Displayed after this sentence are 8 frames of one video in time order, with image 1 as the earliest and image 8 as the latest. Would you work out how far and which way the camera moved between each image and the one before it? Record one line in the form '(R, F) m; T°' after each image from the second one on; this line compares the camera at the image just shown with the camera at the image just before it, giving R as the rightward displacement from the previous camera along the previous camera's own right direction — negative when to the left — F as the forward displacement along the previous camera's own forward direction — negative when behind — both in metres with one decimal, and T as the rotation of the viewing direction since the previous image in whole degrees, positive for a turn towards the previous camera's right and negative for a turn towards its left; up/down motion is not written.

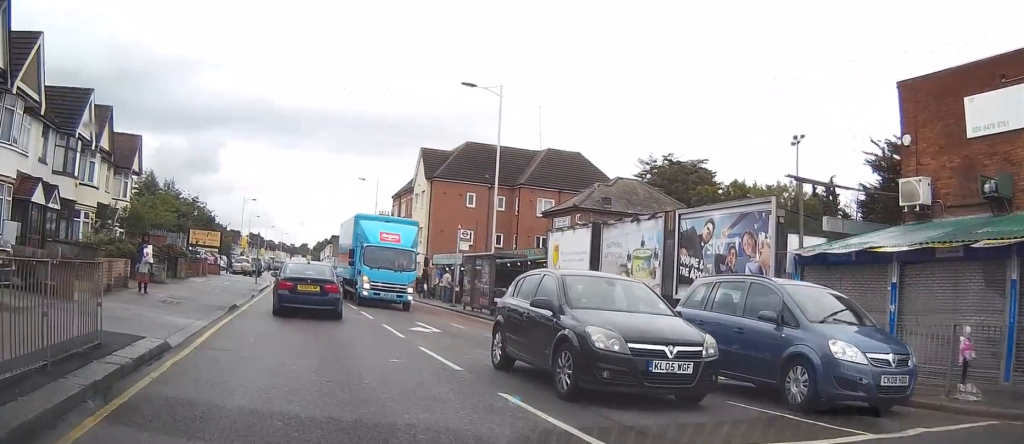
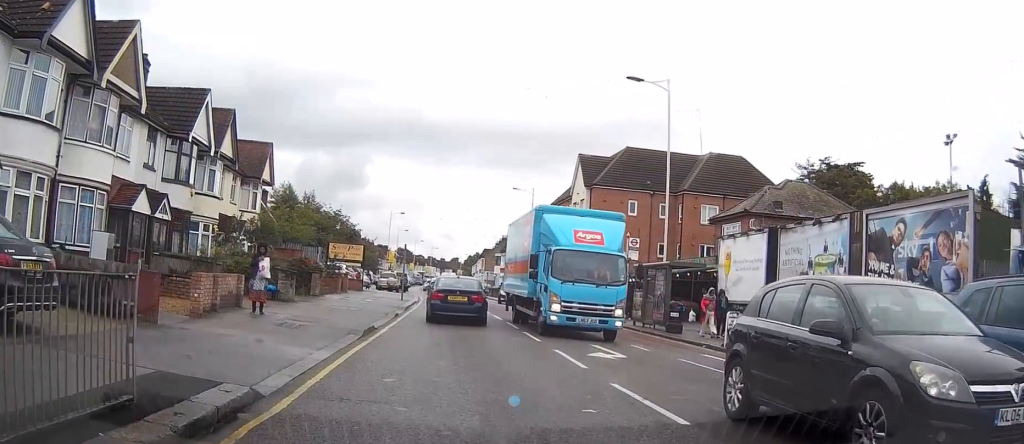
(-0.4, +3.0) m; -9°
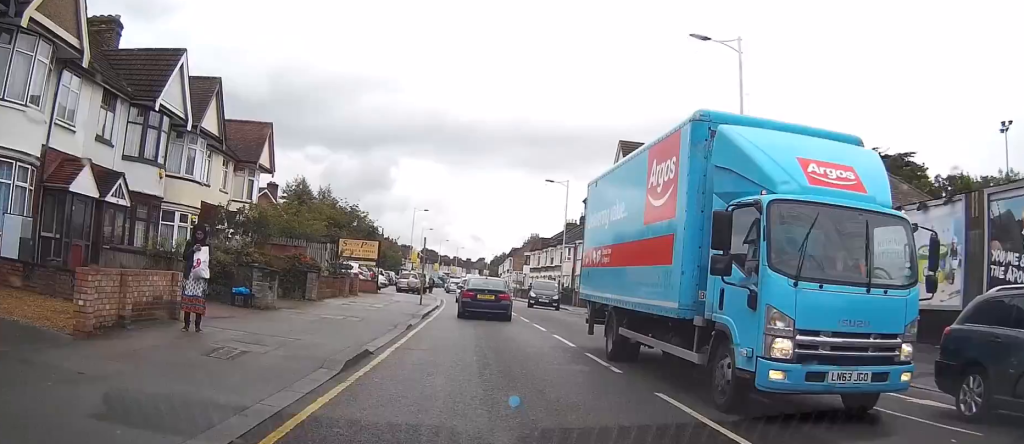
(-0.3, +5.9) m; -4°
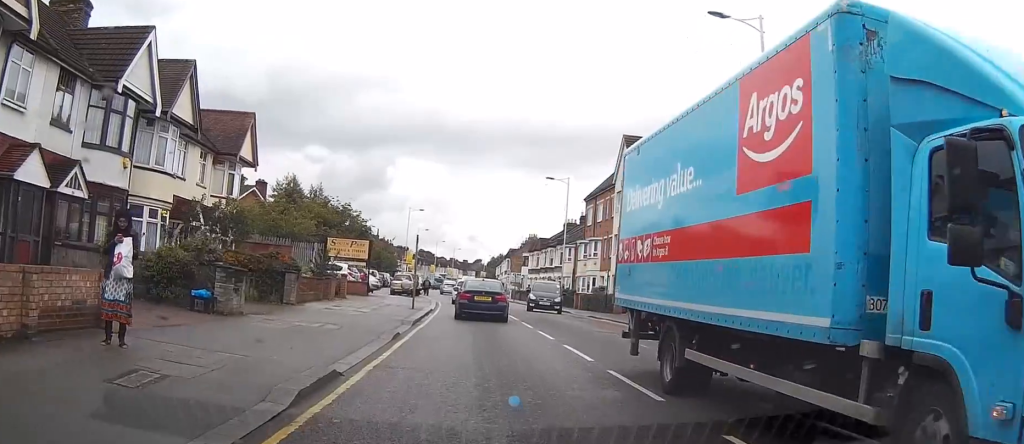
(0.0, +2.6) m; -1°
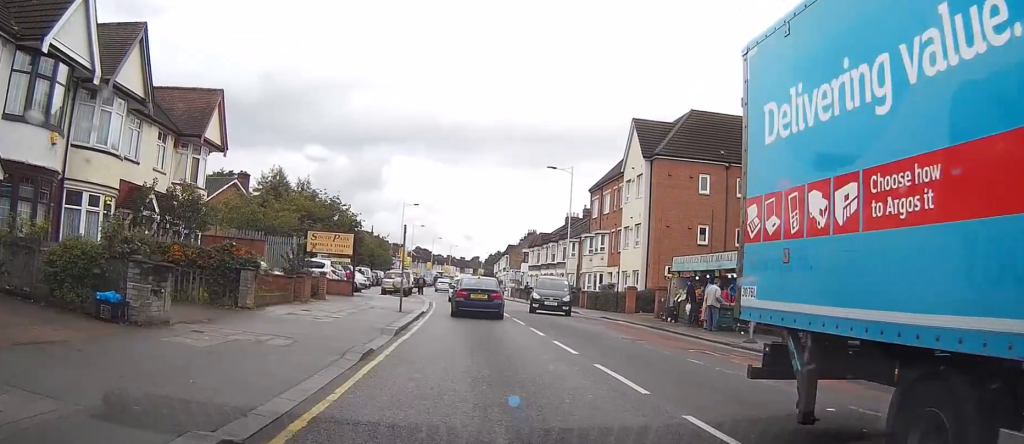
(0.0, +4.0) m; -2°
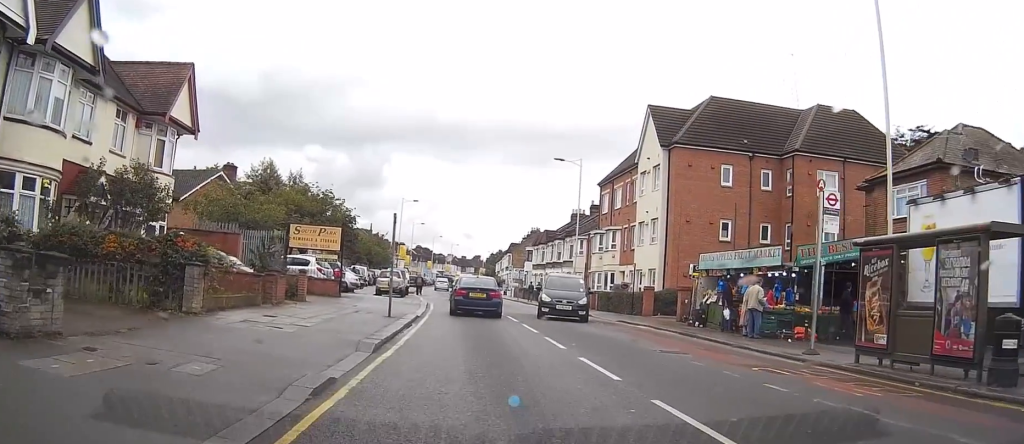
(-0.1, +3.6) m; -1°
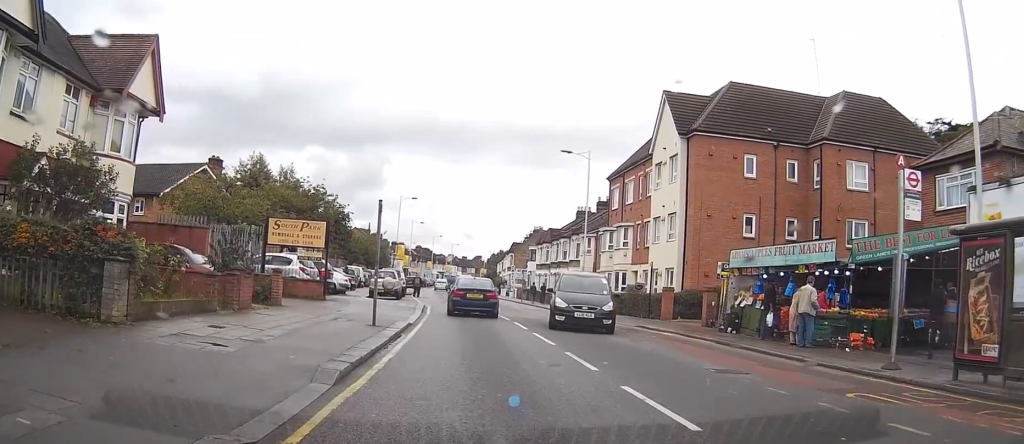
(0.0, +3.3) m; +4°
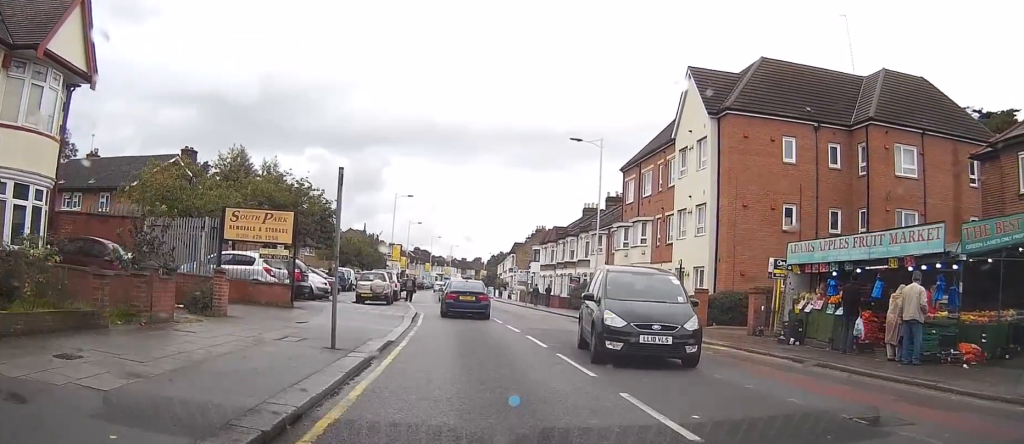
(+0.4, +4.9) m; +4°
